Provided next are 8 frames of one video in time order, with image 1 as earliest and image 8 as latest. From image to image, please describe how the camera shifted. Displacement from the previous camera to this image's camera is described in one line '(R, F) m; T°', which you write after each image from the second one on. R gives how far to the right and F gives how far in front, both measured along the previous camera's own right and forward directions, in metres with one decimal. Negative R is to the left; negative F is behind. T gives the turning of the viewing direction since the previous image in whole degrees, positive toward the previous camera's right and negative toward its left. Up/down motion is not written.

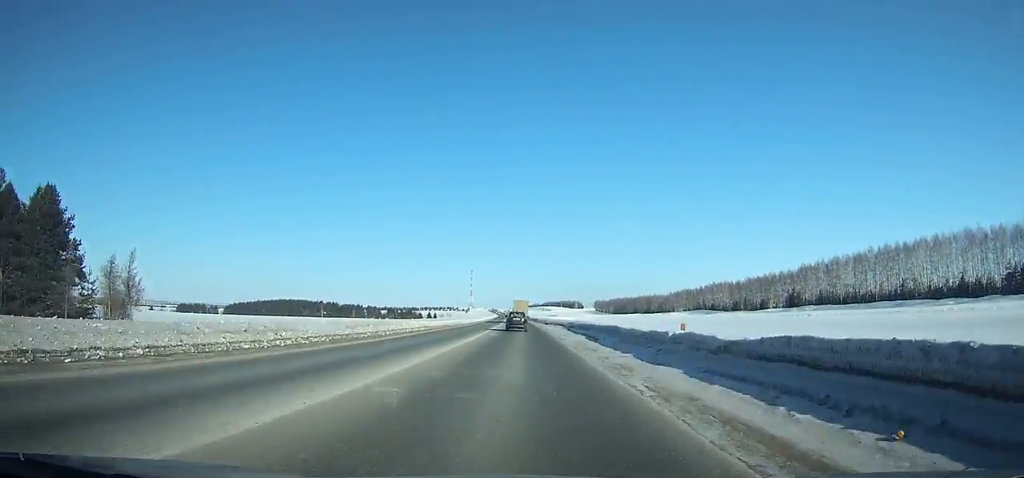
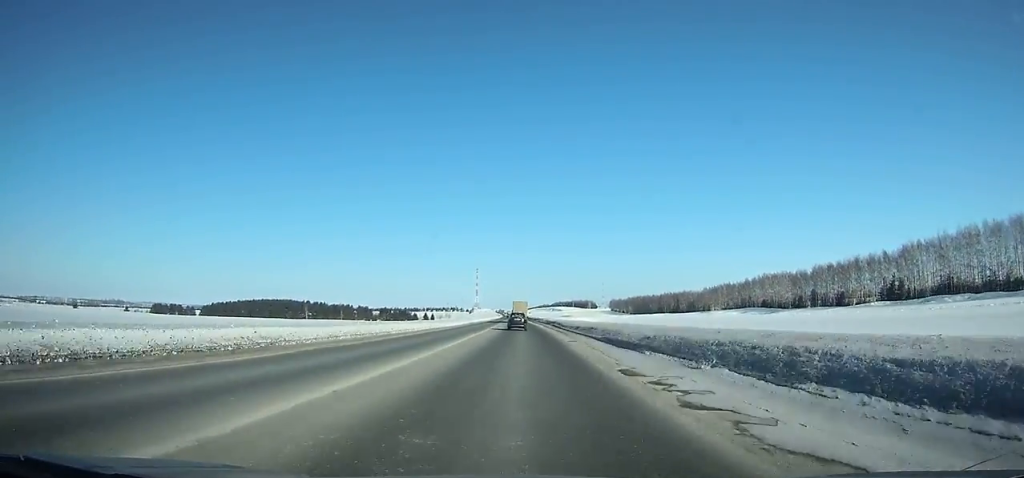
(-0.7, +70.9) m; -1°
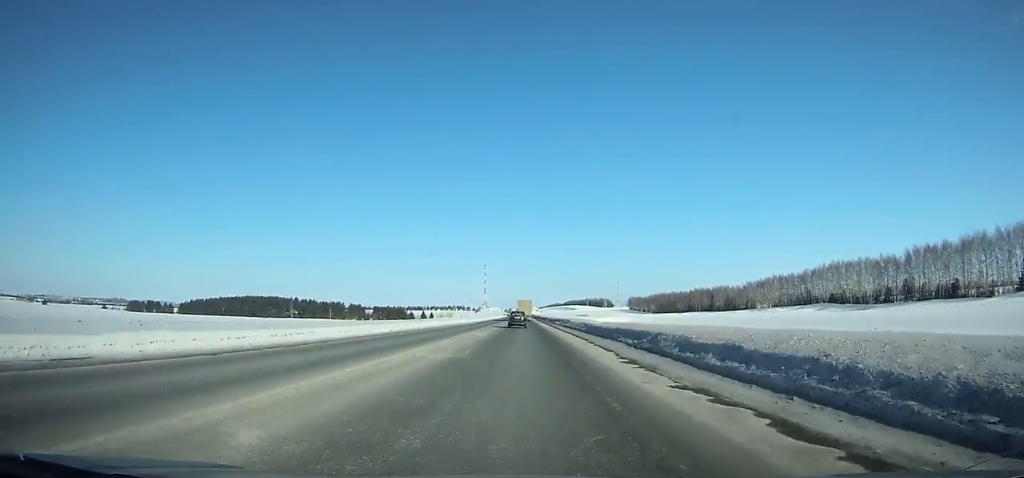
(-0.6, +60.4) m; -1°
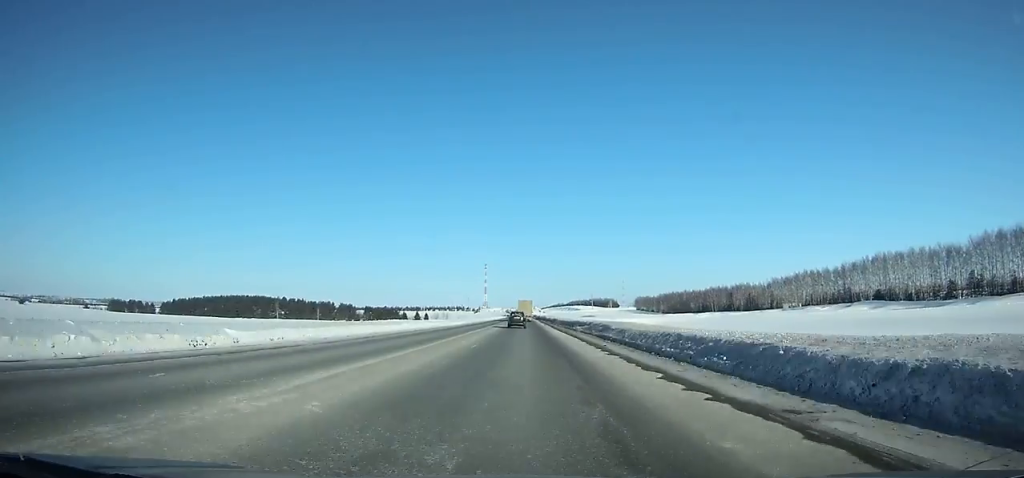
(-0.1, +32.6) m; 0°
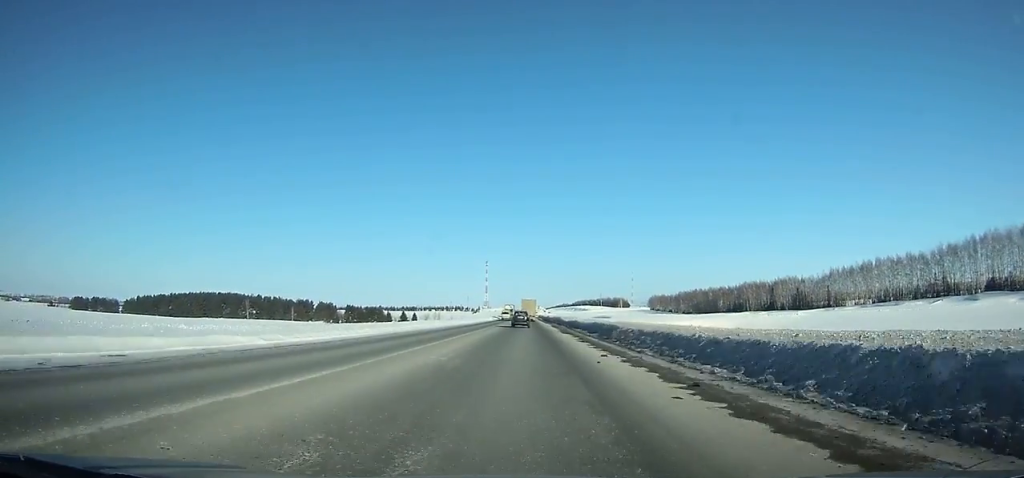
(-0.1, +57.0) m; 0°
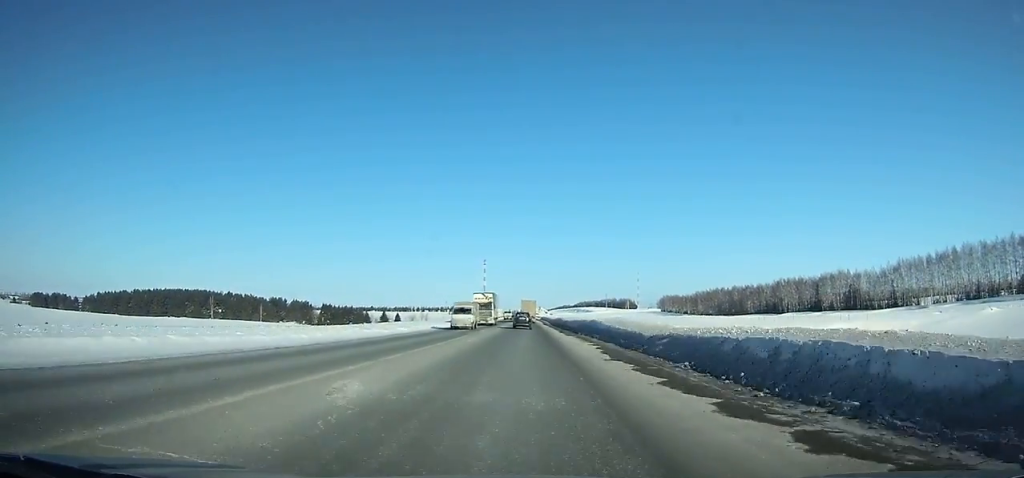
(+0.1, +51.2) m; 0°
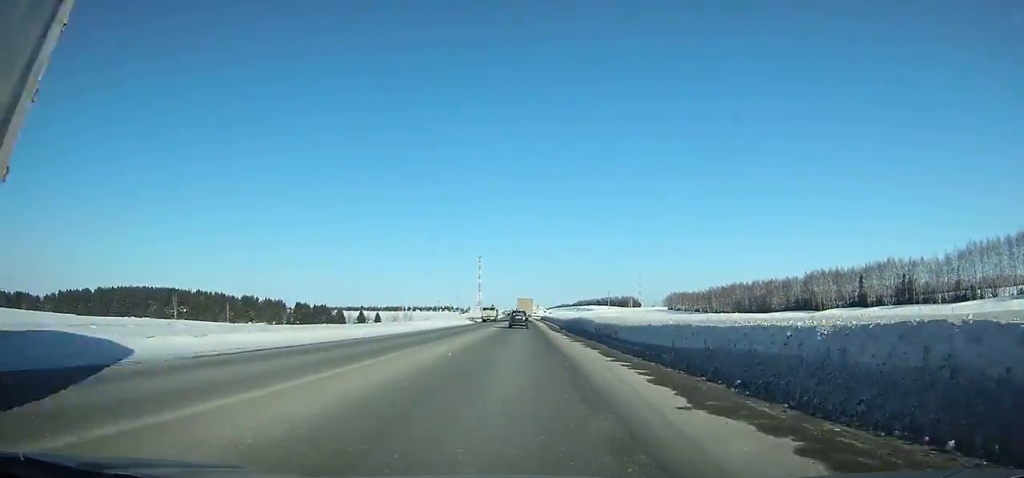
(-0.1, +39.4) m; 0°
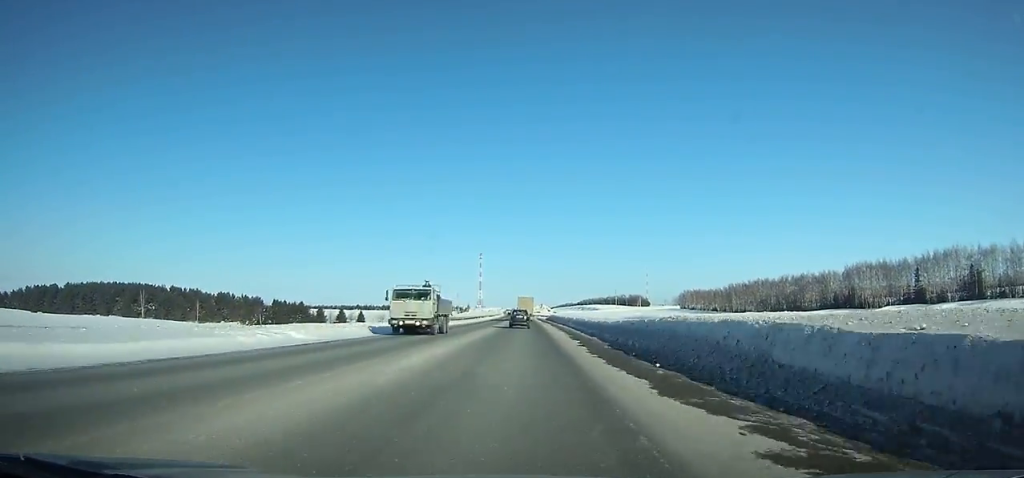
(-0.1, +34.7) m; 0°
